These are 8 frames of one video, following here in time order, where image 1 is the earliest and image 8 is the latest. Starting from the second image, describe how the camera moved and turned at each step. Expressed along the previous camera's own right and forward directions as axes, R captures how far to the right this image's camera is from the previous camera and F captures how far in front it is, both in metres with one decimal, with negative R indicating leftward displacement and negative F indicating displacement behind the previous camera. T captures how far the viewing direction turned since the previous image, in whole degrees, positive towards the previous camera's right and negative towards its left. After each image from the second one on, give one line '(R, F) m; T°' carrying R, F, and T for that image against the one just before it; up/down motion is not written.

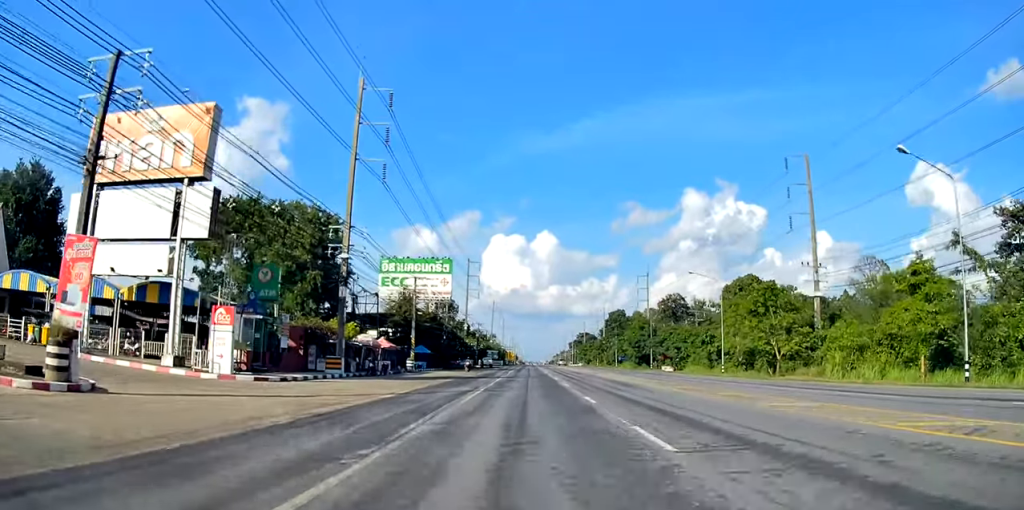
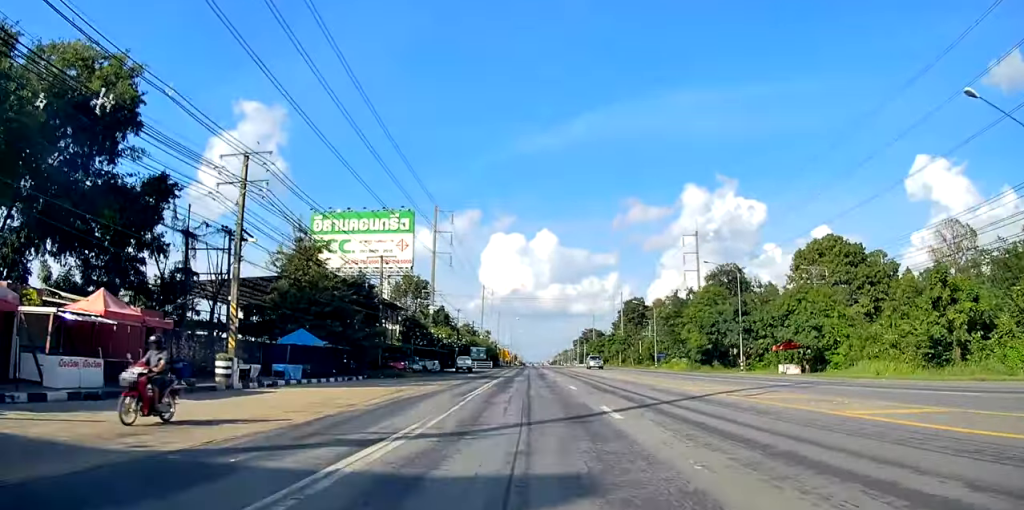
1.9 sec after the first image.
(+0.3, +41.8) m; 0°
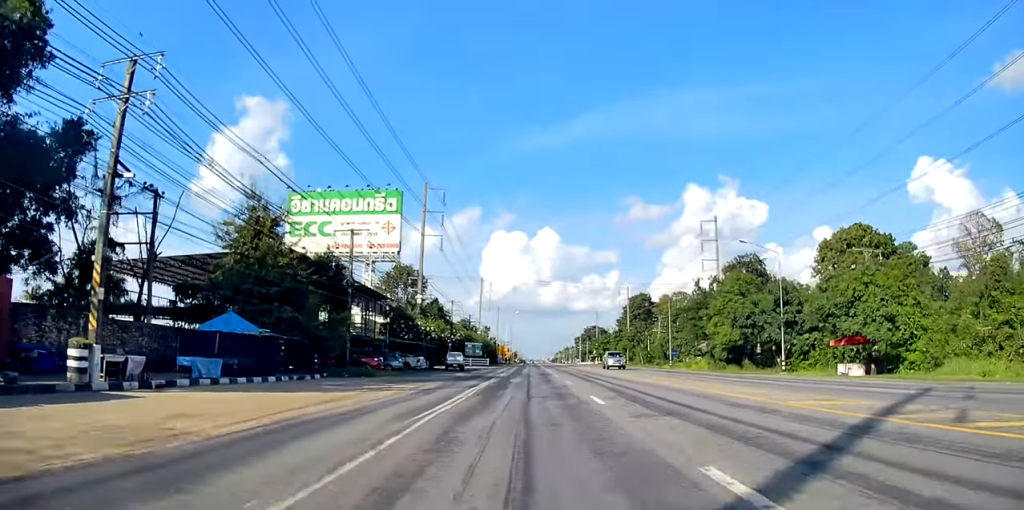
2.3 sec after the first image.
(0.0, +9.4) m; 0°
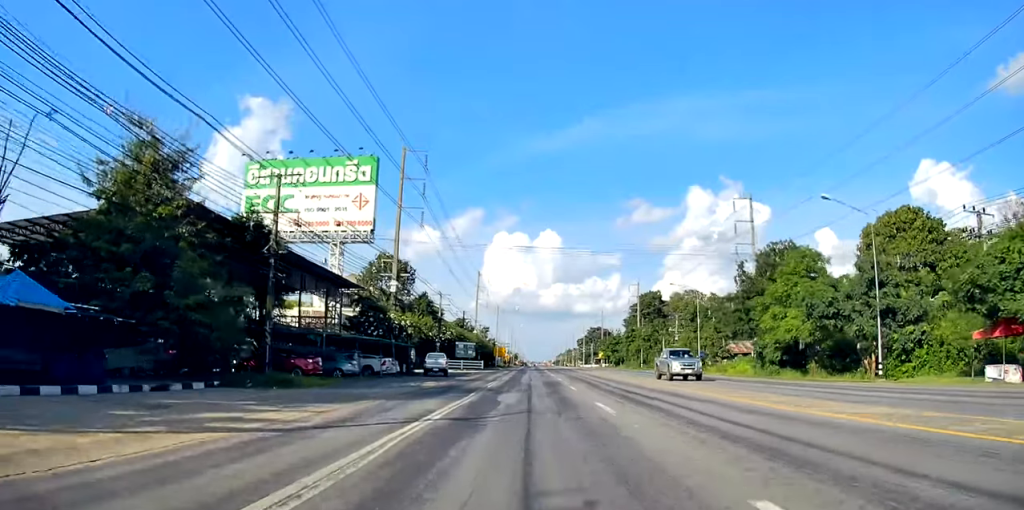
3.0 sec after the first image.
(0.0, +13.3) m; 0°
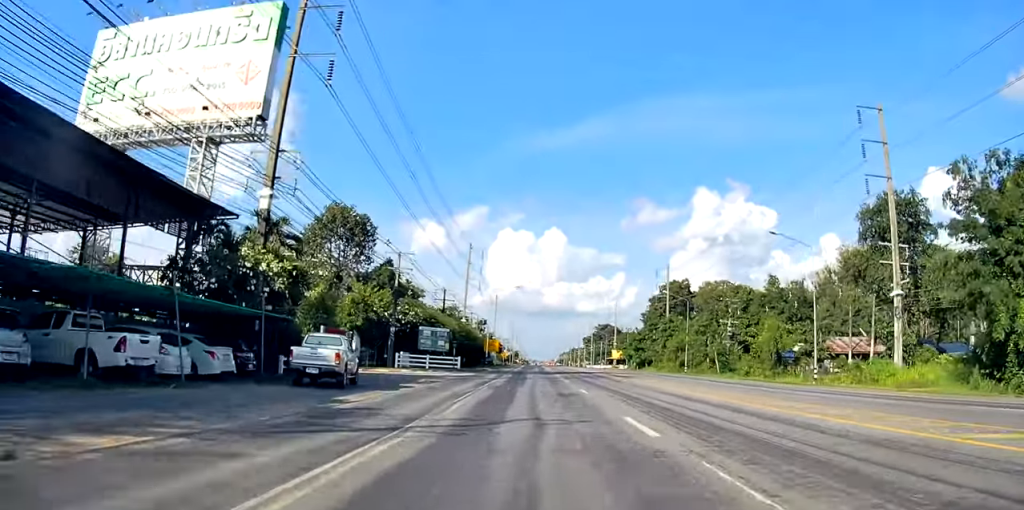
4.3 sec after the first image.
(0.0, +28.9) m; -2°
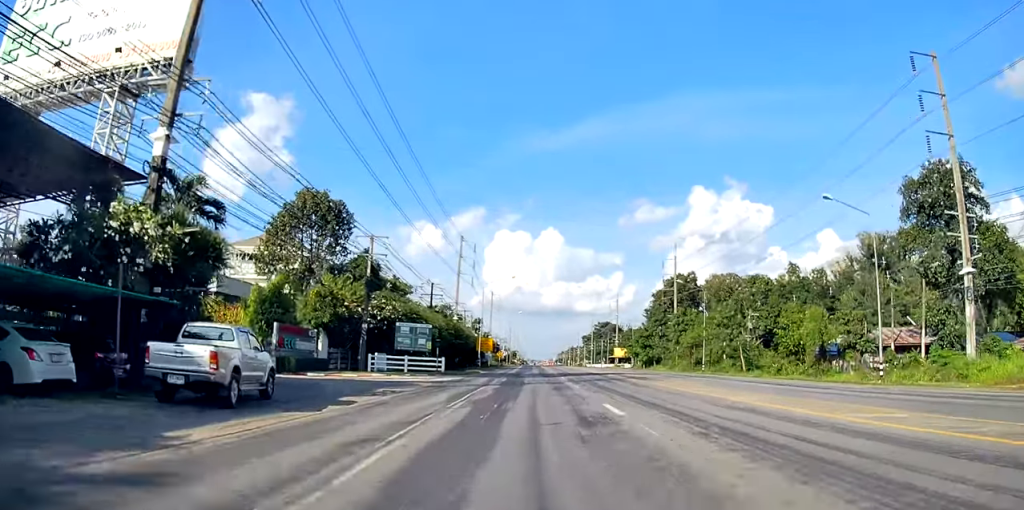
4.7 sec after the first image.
(-0.2, +8.9) m; 0°
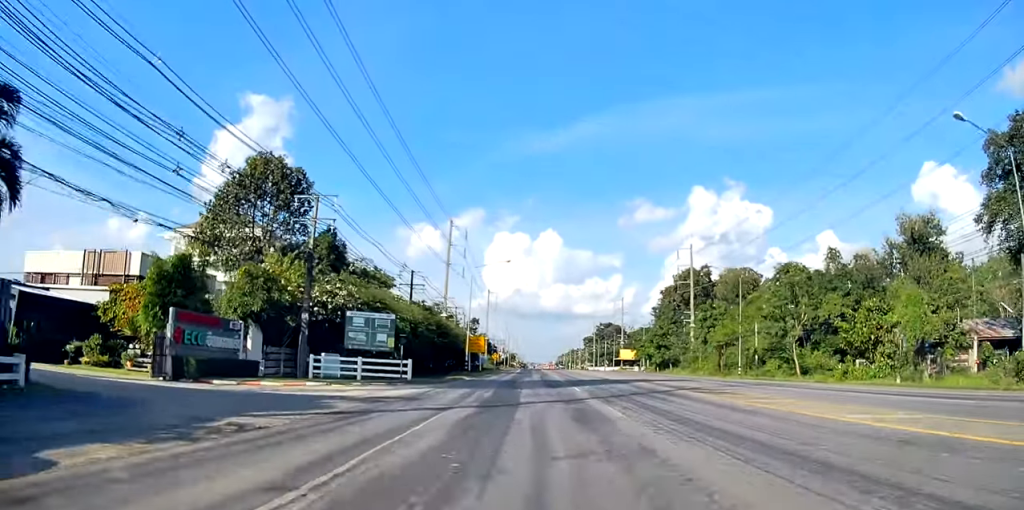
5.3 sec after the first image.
(-0.3, +12.1) m; 0°
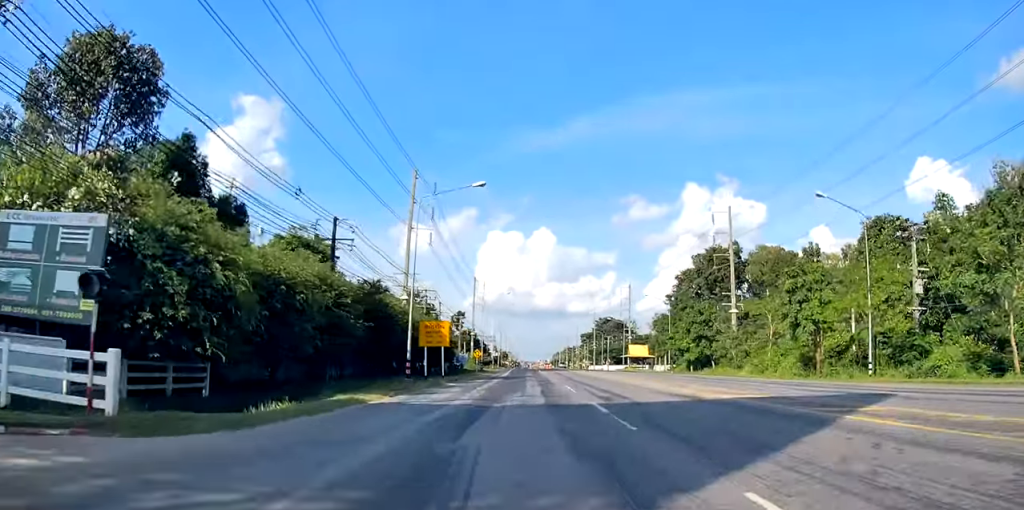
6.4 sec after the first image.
(+0.5, +22.8) m; +1°
